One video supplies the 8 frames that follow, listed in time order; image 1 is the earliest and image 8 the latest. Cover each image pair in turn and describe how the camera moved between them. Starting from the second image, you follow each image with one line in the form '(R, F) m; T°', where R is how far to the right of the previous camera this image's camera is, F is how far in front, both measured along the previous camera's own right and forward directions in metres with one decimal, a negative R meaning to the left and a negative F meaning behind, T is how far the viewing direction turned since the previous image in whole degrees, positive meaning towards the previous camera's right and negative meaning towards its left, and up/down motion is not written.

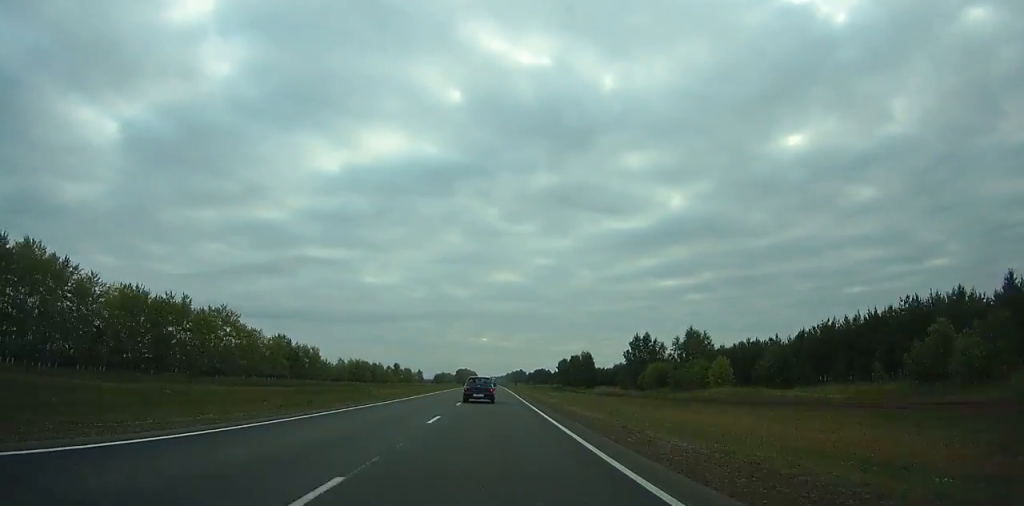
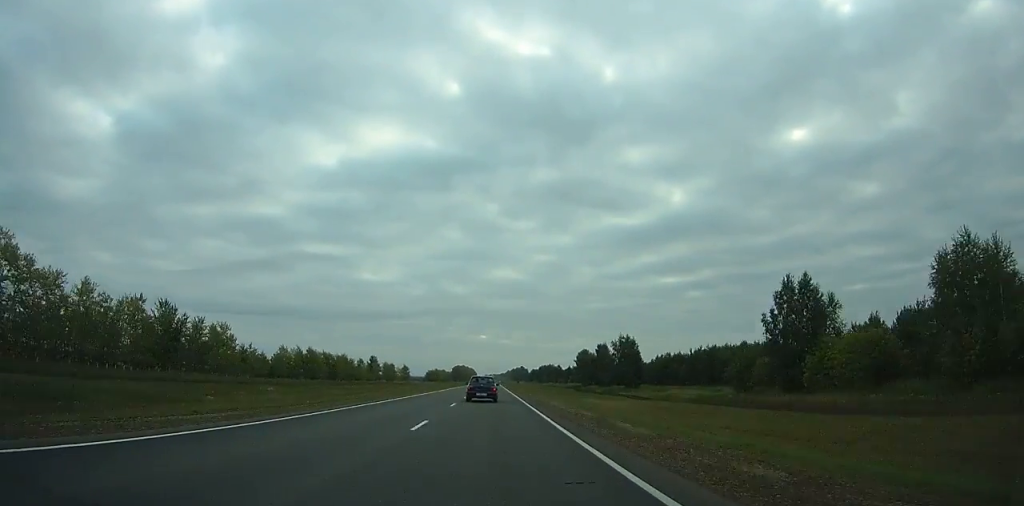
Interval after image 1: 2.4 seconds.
(-0.2, +60.2) m; 0°
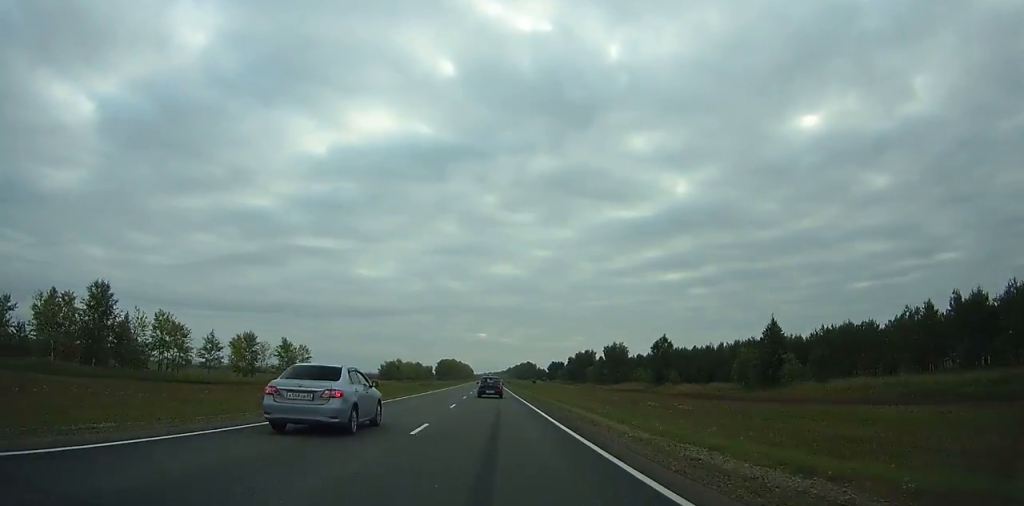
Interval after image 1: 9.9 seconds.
(0.0, +188.8) m; 0°
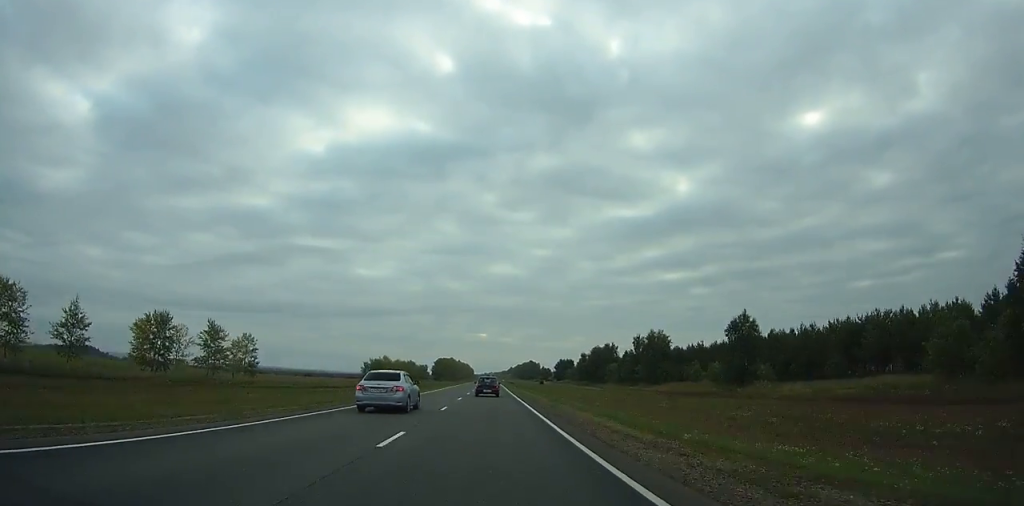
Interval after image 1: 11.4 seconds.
(+0.1, +37.8) m; 0°
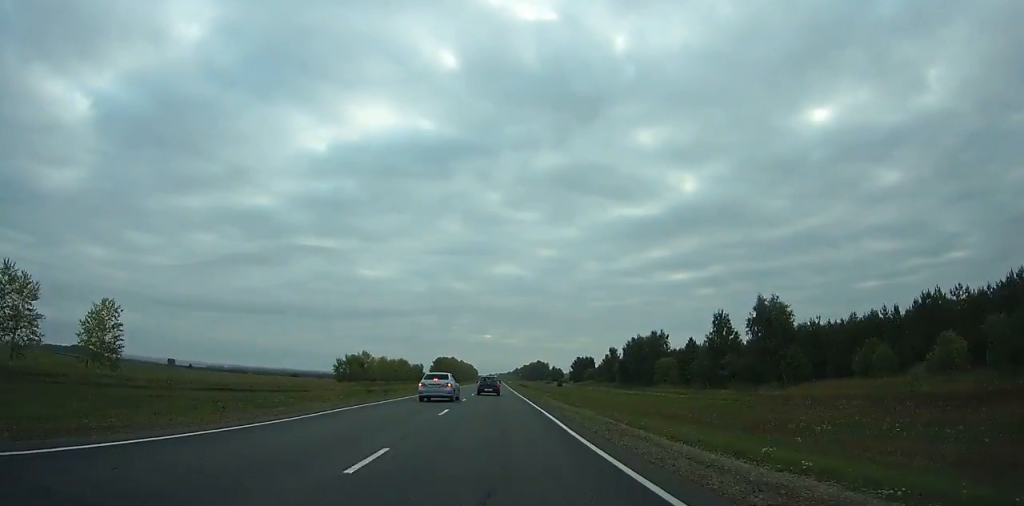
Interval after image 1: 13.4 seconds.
(+0.1, +50.6) m; 0°
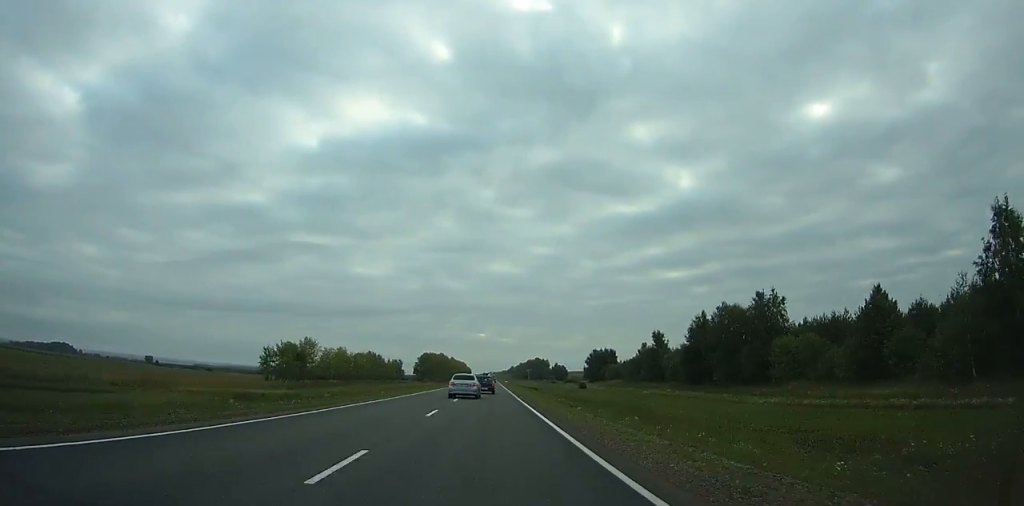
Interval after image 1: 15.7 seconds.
(-0.1, +58.1) m; 0°
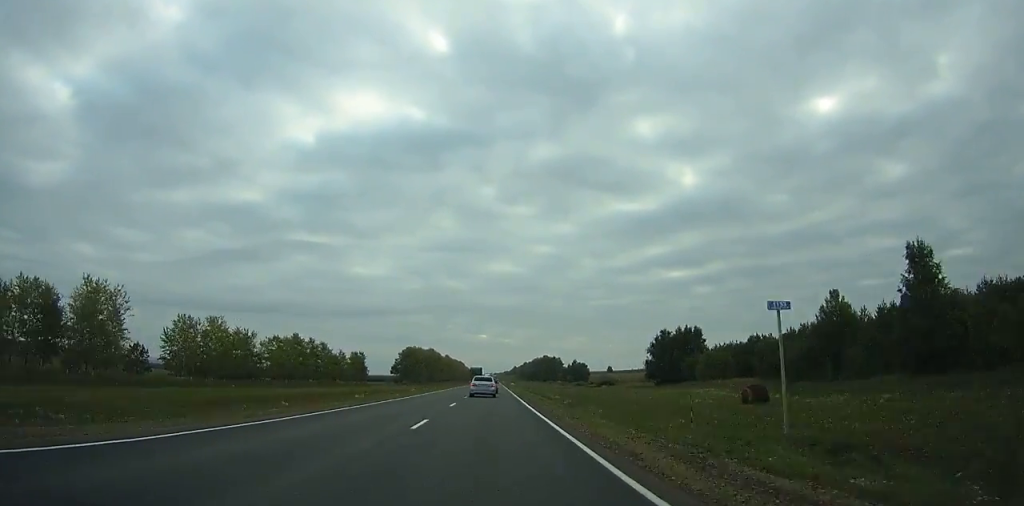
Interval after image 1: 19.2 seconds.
(0.0, +88.3) m; 0°
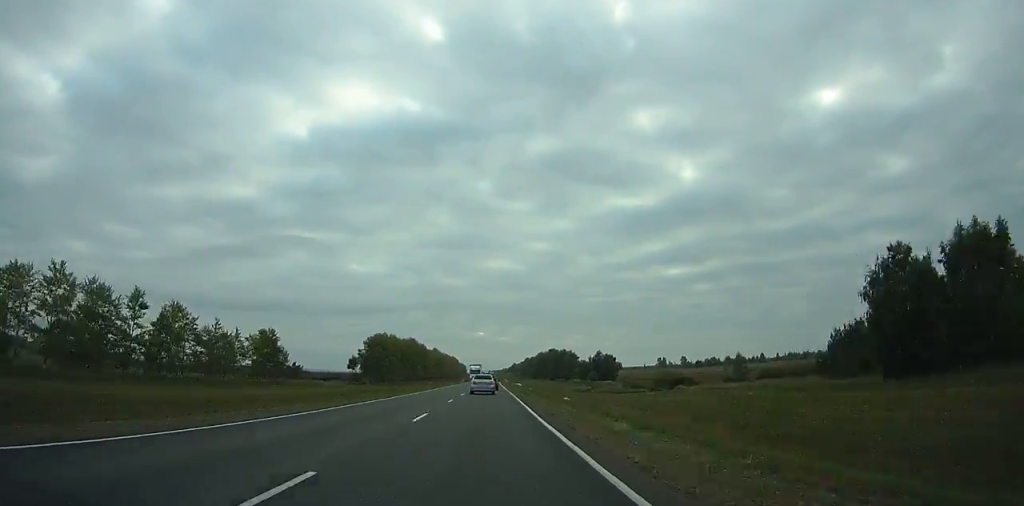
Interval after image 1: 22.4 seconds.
(0.0, +81.1) m; 0°
